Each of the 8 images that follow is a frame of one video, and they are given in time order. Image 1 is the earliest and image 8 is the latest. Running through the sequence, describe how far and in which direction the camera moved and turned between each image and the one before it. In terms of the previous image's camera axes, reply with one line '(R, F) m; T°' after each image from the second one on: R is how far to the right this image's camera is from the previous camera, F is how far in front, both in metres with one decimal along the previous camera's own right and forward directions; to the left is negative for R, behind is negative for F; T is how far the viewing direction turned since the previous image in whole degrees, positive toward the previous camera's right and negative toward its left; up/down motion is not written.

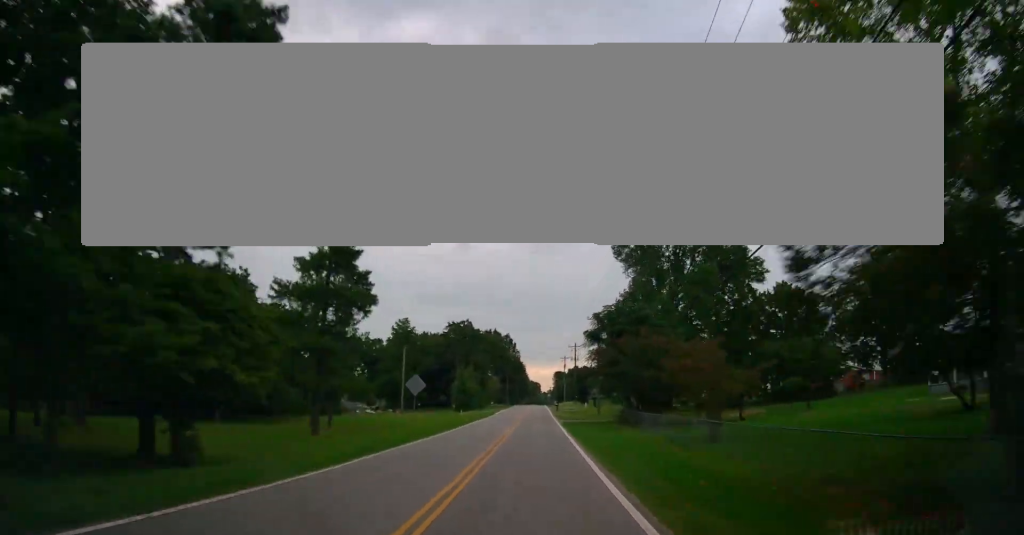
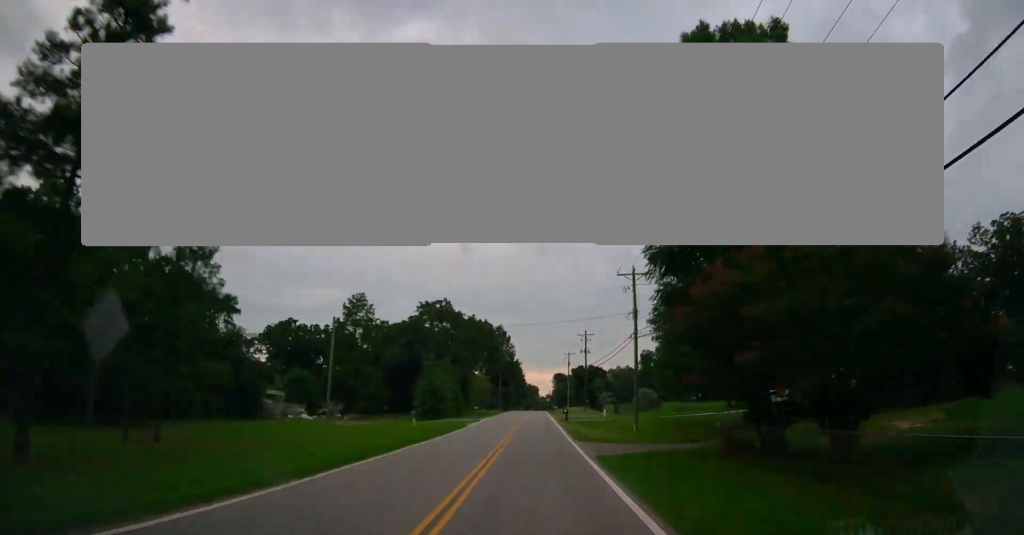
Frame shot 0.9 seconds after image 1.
(-0.3, +24.9) m; -1°
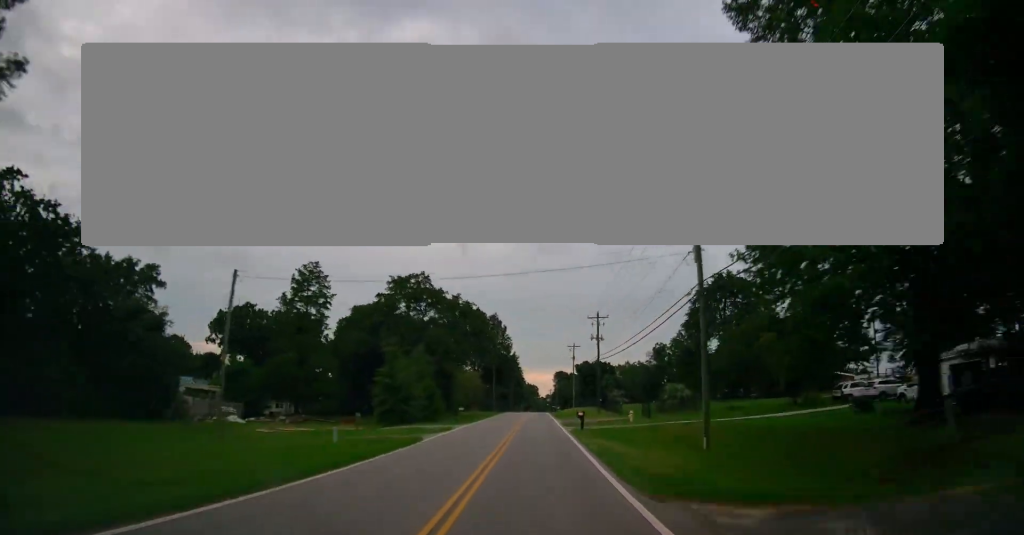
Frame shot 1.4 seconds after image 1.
(-0.2, +16.4) m; 0°
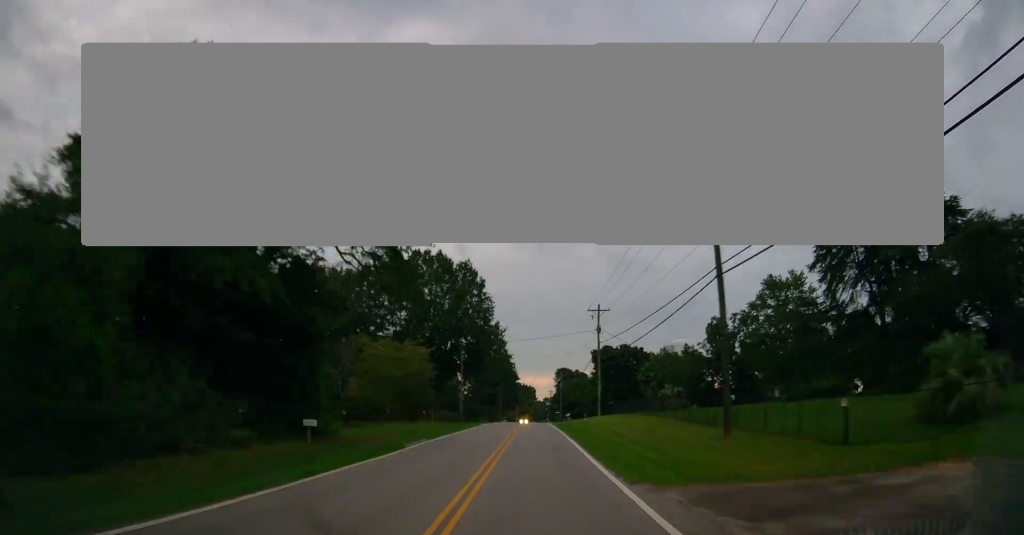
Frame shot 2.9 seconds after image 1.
(+0.2, +44.0) m; 0°
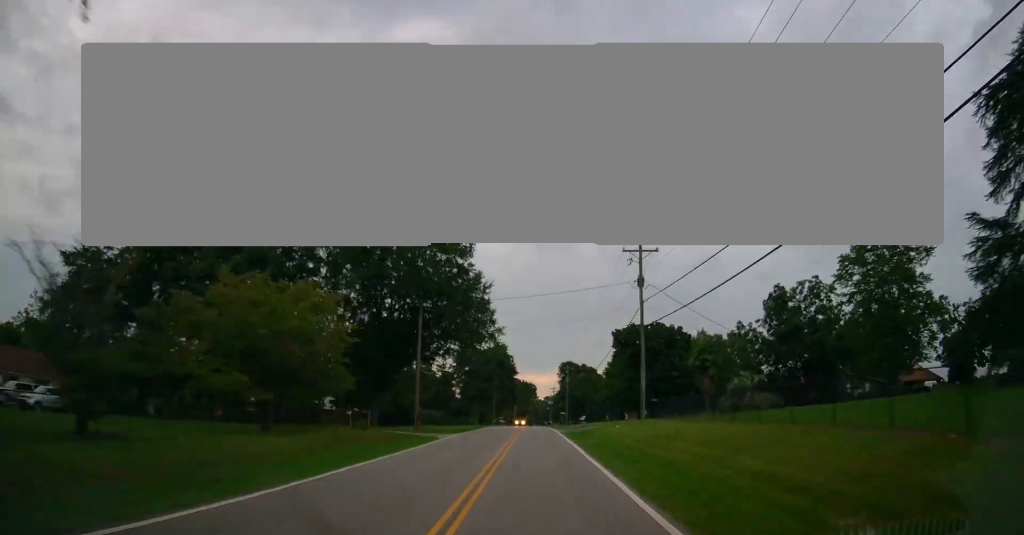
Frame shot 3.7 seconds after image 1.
(-0.1, +23.8) m; 0°
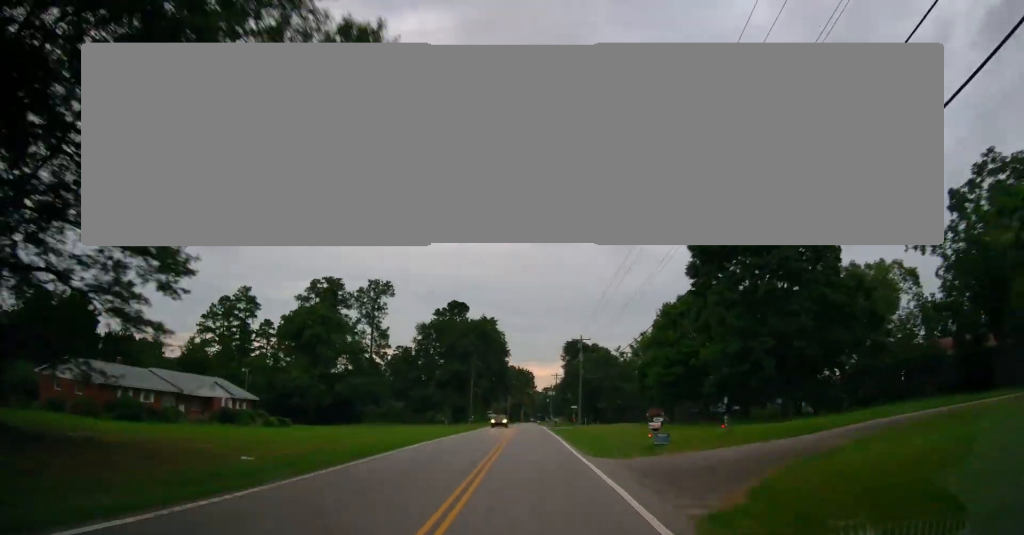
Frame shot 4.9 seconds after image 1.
(+0.3, +36.1) m; 0°
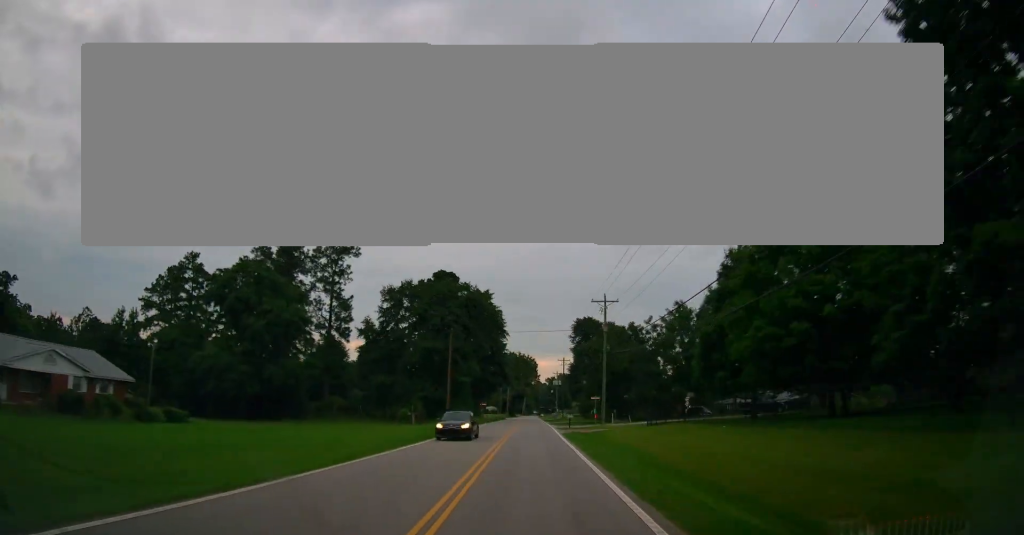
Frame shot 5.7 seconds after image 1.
(-0.1, +22.4) m; 0°
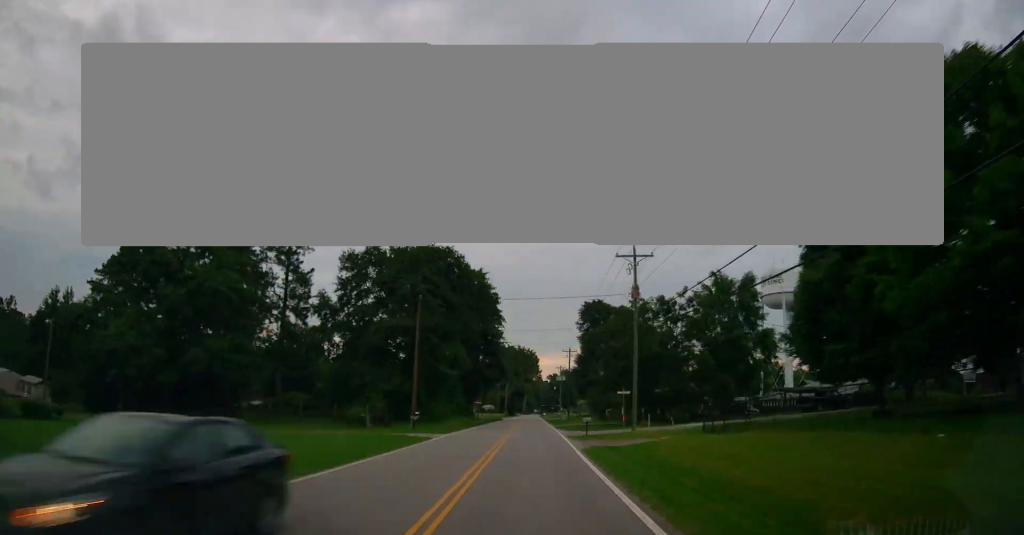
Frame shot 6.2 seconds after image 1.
(+0.2, +15.4) m; 0°
